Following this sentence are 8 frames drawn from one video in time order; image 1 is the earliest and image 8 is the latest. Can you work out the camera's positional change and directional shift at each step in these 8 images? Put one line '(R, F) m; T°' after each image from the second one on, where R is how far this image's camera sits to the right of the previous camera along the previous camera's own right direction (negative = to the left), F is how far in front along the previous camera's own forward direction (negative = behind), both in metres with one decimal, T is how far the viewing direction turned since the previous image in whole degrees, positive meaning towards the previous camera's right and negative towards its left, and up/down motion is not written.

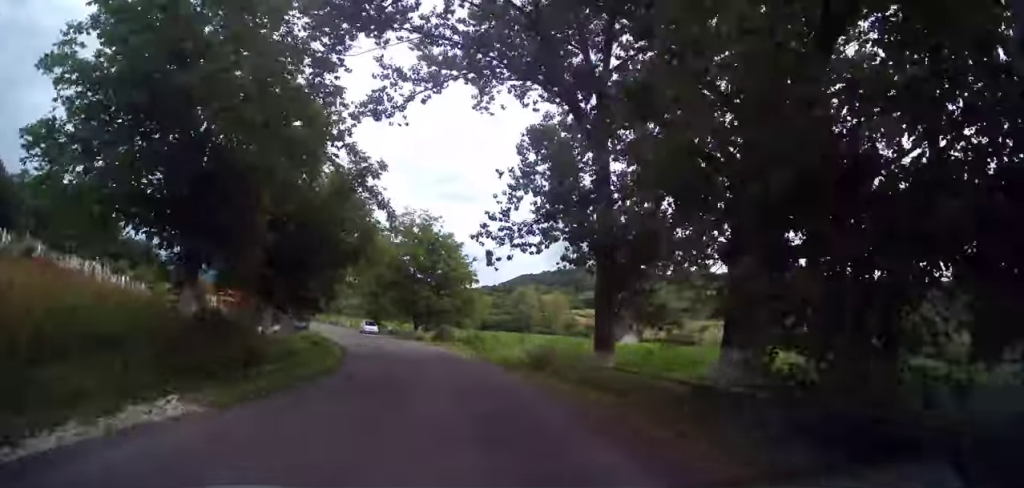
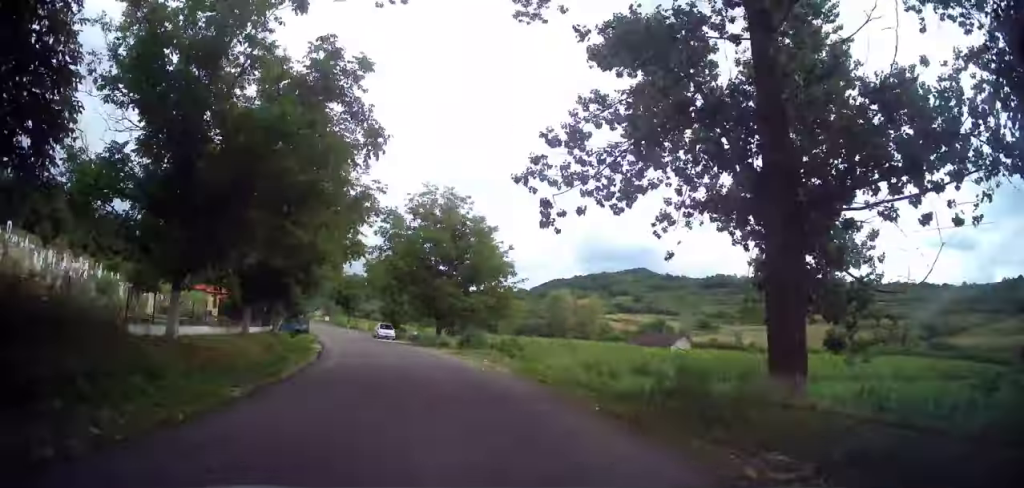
(-0.1, +10.1) m; -3°
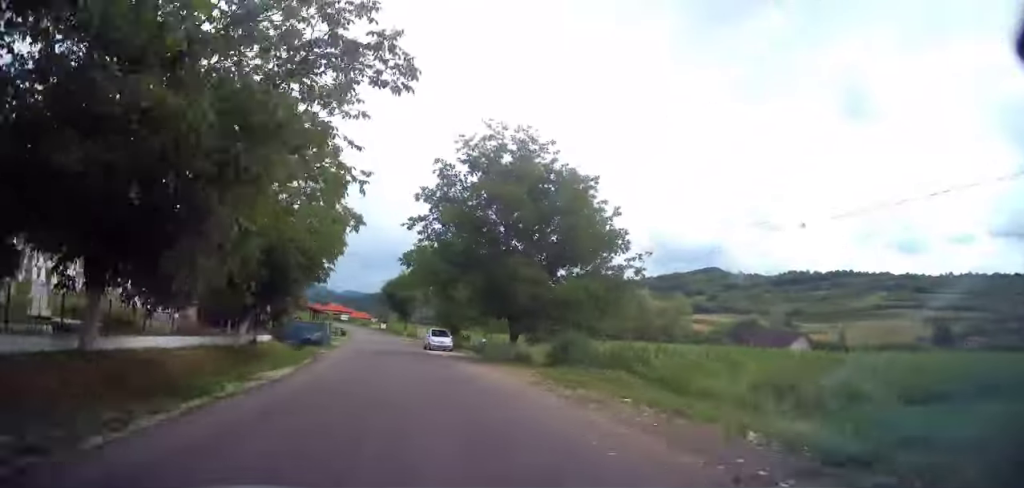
(-0.5, +14.7) m; -6°
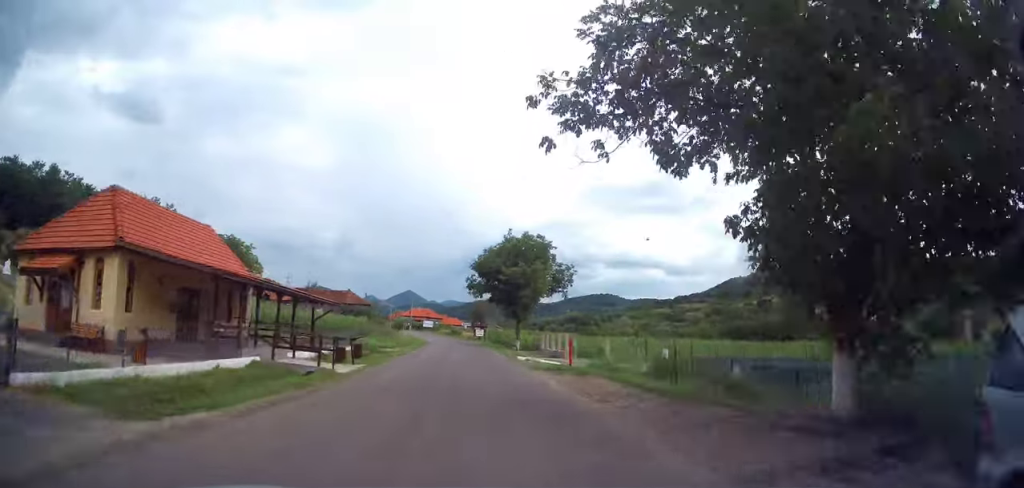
(-5.3, +38.3) m; -11°
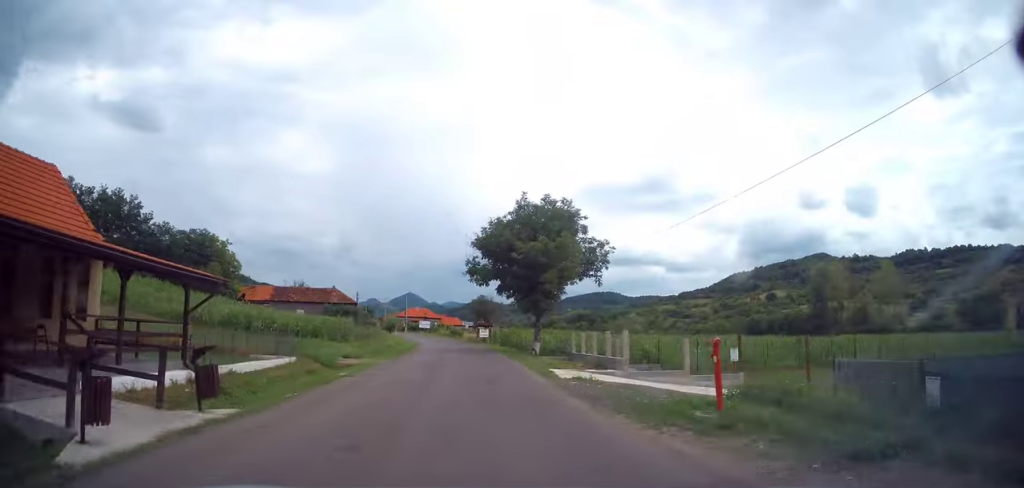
(-0.1, +12.2) m; -1°
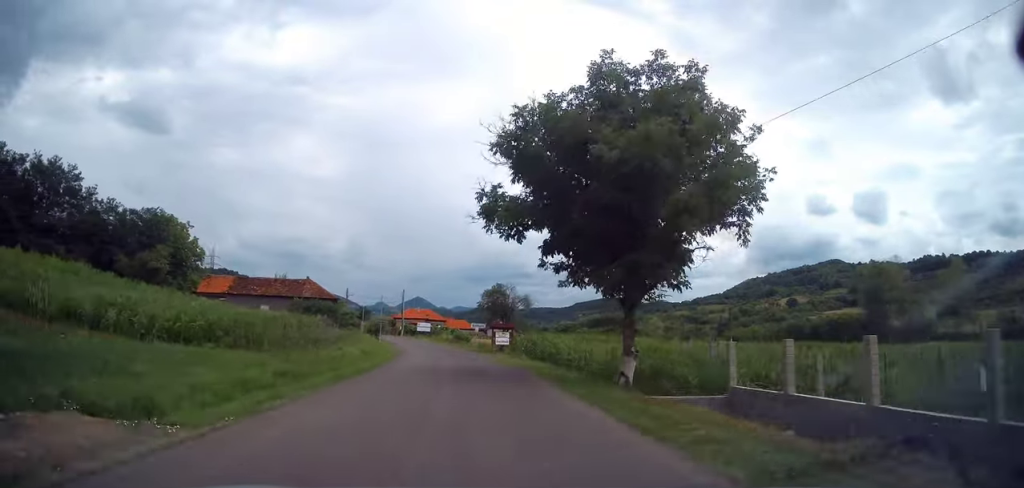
(-0.4, +19.1) m; -1°
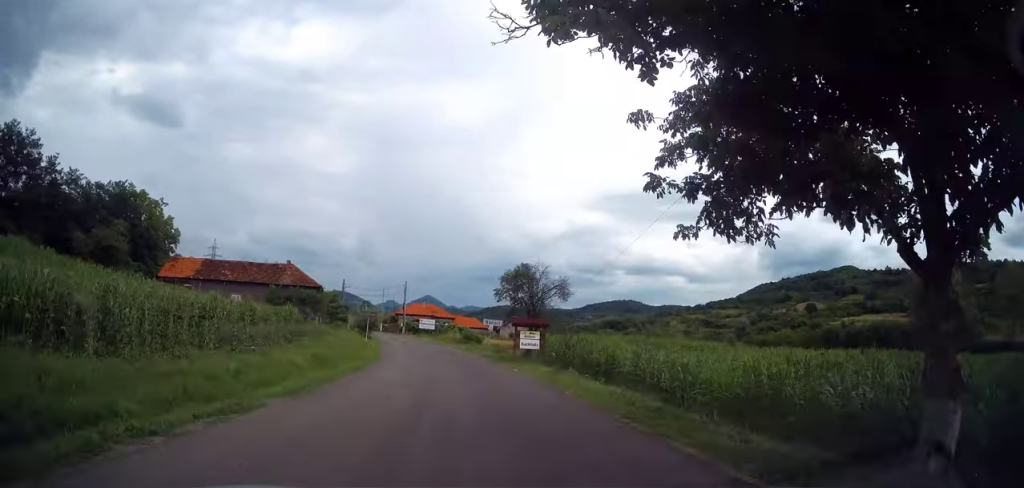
(0.0, +11.9) m; -1°
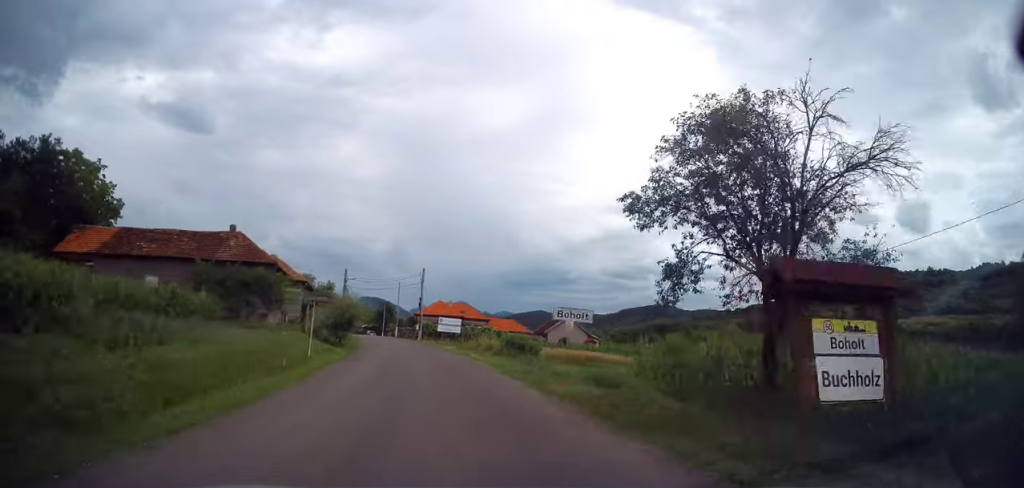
(-0.6, +21.8) m; -5°
